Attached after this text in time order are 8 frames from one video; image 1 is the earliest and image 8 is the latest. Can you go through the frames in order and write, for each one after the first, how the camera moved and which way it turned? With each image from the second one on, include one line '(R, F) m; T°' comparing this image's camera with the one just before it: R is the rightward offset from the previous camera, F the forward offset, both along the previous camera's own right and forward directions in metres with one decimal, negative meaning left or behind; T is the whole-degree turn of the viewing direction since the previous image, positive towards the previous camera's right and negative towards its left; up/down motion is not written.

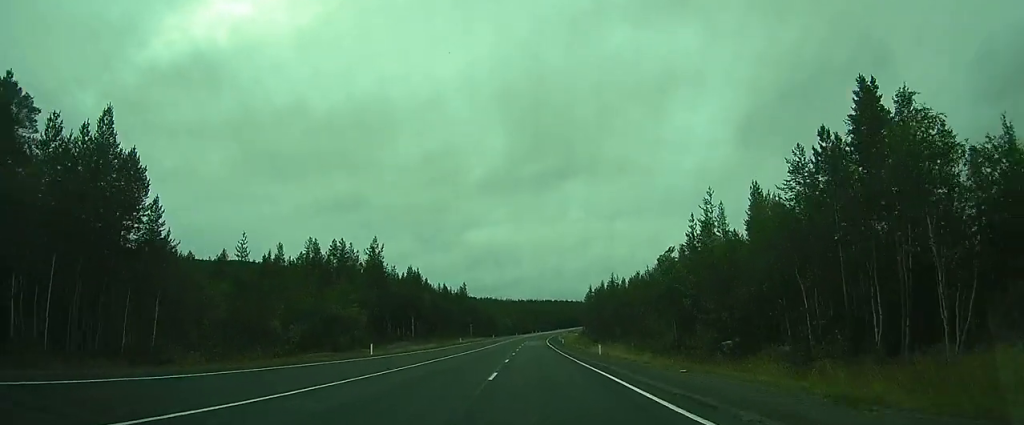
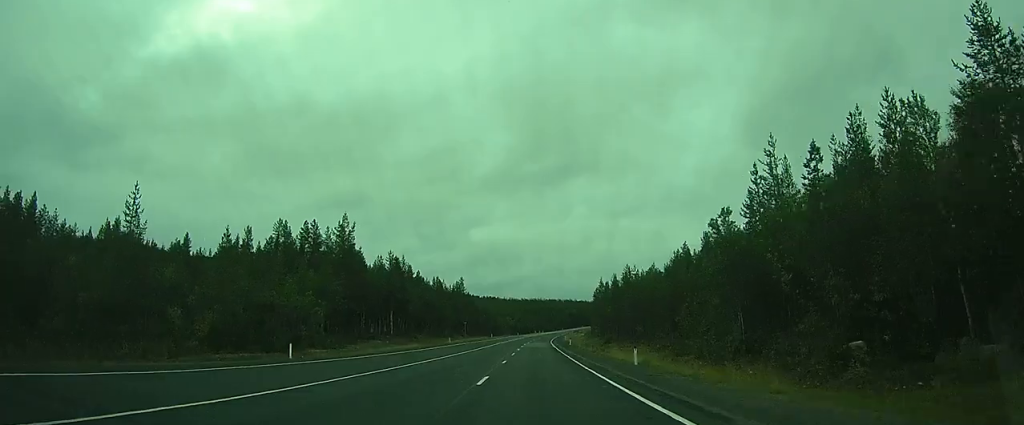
(0.0, +13.7) m; 0°
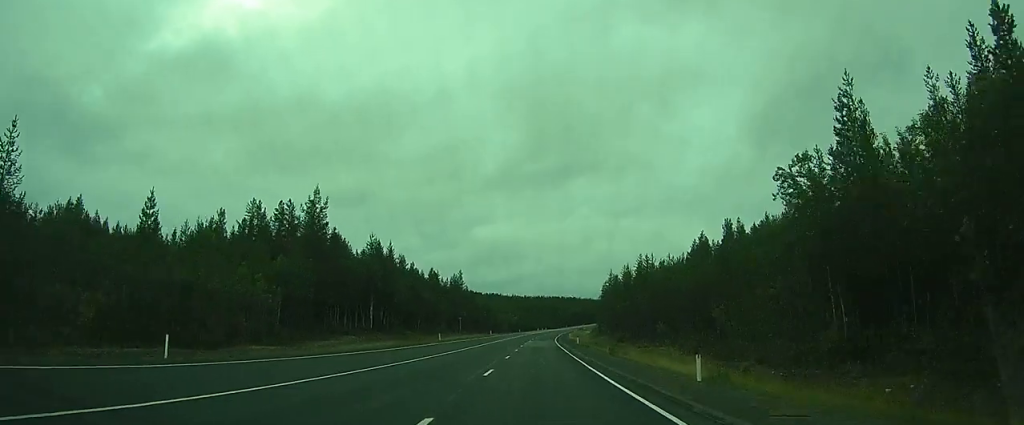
(0.0, +9.7) m; 0°
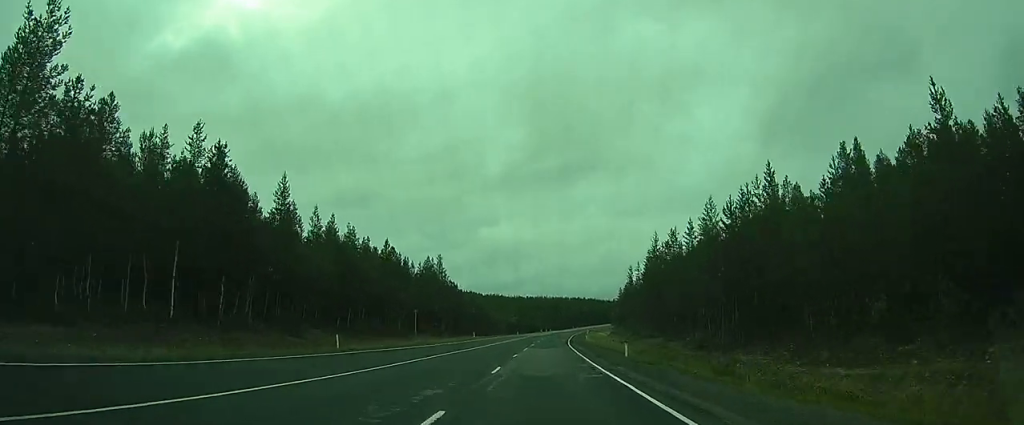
(-0.2, +34.1) m; 0°
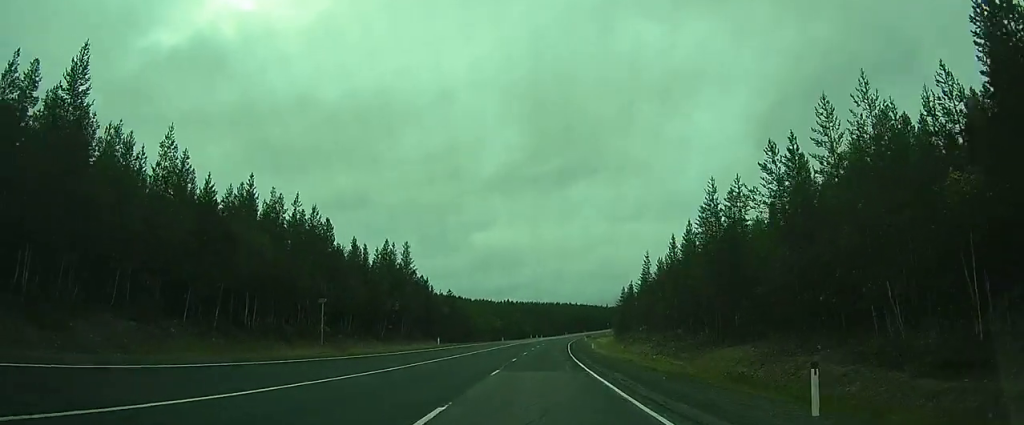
(+0.1, +21.7) m; 0°
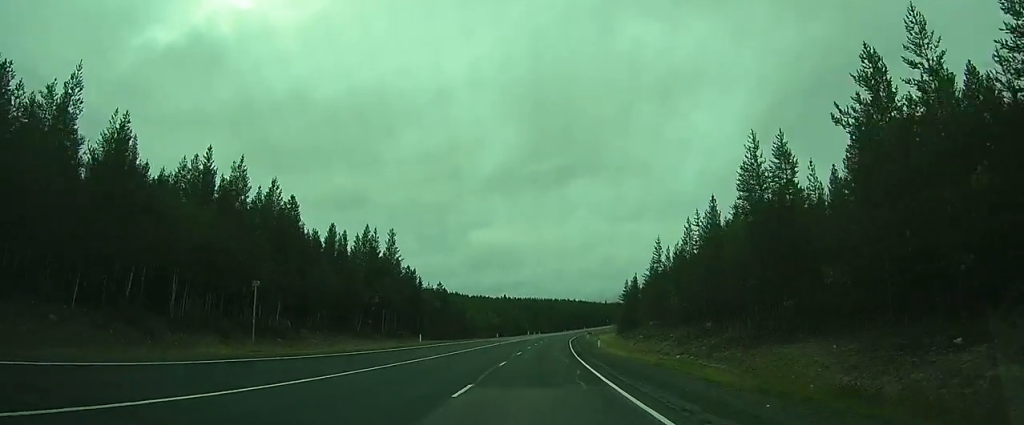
(0.0, +8.0) m; 0°
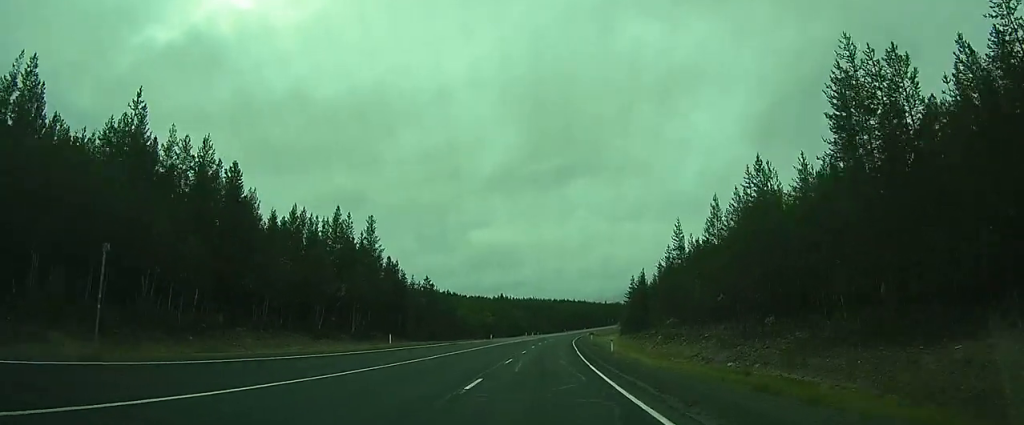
(0.0, +9.8) m; 0°
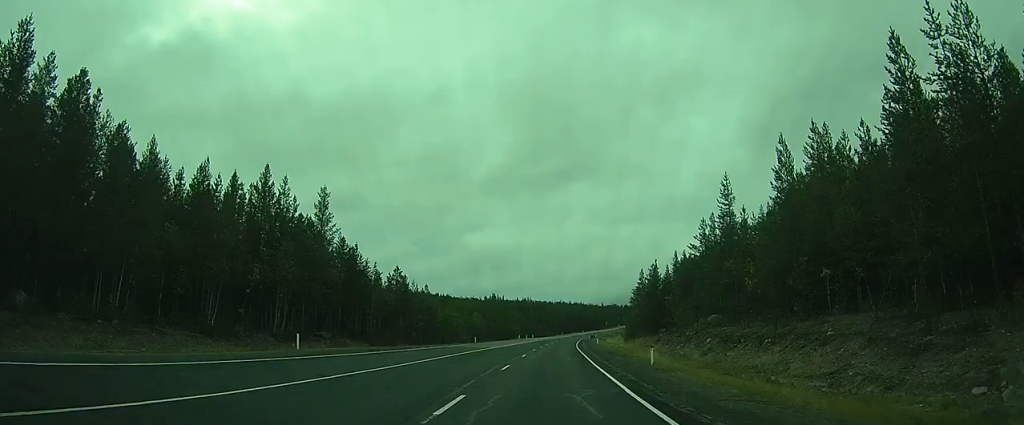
(0.0, +15.4) m; 0°
